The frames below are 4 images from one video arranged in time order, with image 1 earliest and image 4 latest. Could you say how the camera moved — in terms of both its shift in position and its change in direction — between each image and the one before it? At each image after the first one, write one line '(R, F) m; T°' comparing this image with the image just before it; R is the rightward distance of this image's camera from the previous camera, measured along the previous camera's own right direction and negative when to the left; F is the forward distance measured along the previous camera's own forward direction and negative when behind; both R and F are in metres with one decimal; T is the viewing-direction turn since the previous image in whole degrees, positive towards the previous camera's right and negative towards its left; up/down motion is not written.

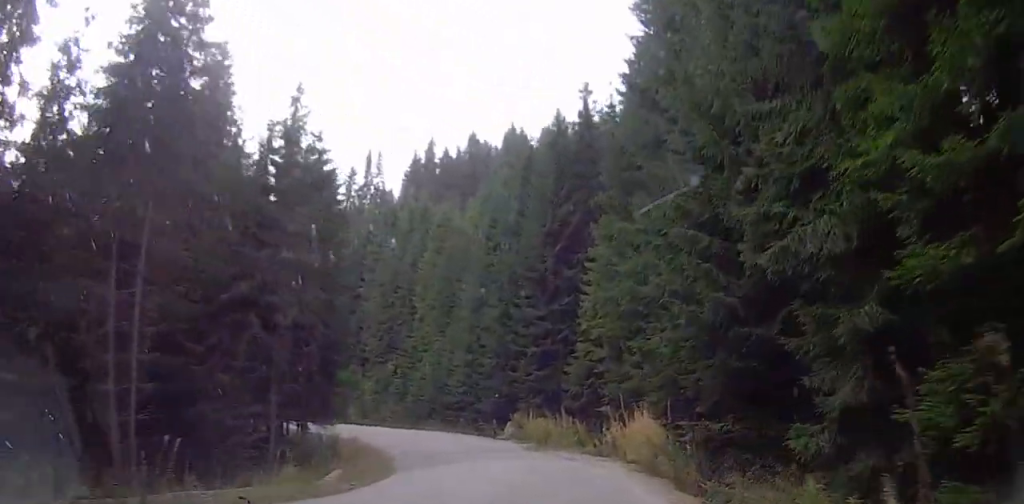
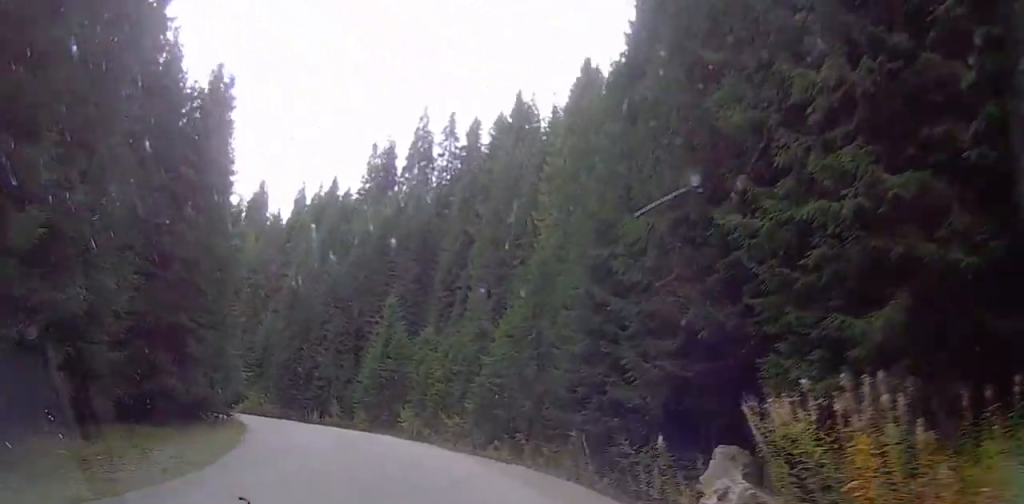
(-1.4, +32.5) m; -4°
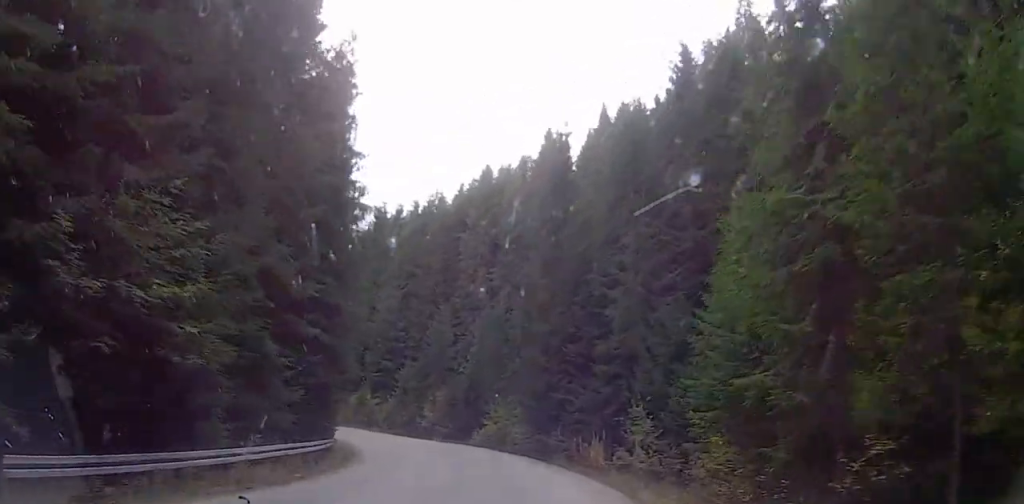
(-14.1, +34.3) m; -31°
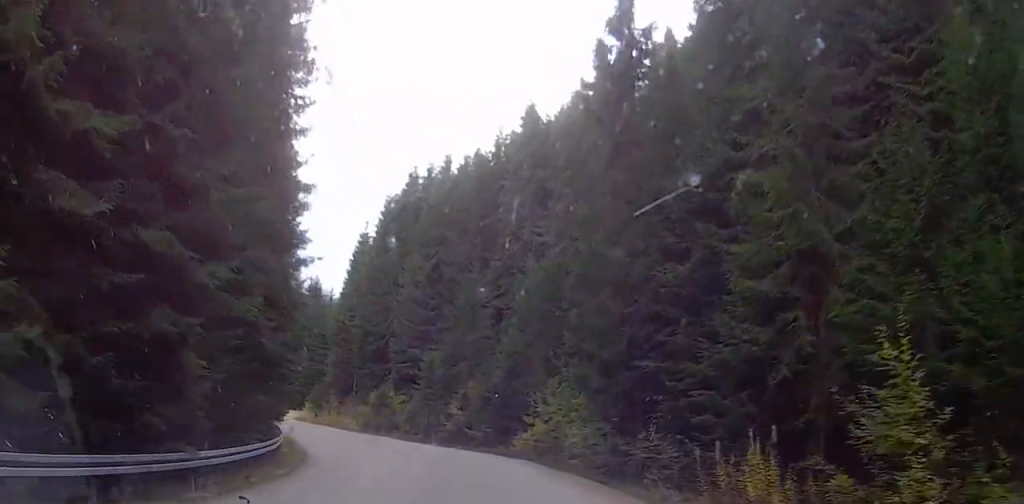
(-0.4, +14.8) m; -8°
